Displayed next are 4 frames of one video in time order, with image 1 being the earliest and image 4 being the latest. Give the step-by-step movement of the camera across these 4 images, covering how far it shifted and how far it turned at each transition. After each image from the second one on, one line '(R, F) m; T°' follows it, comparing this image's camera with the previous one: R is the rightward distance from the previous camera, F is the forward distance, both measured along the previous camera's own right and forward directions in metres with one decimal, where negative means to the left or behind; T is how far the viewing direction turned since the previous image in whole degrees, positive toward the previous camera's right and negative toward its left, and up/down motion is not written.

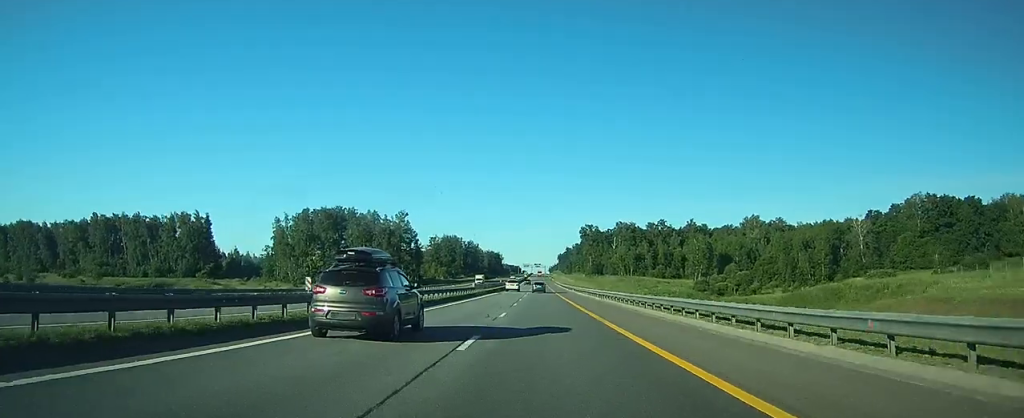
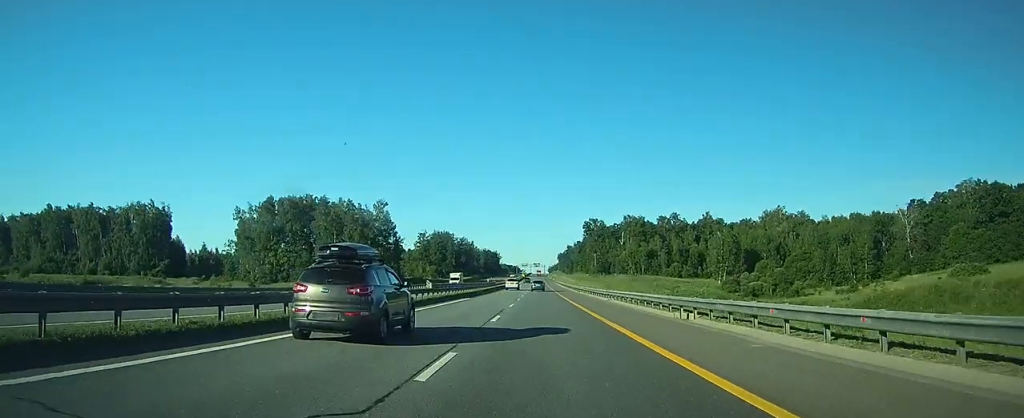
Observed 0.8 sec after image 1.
(0.0, +27.9) m; 0°
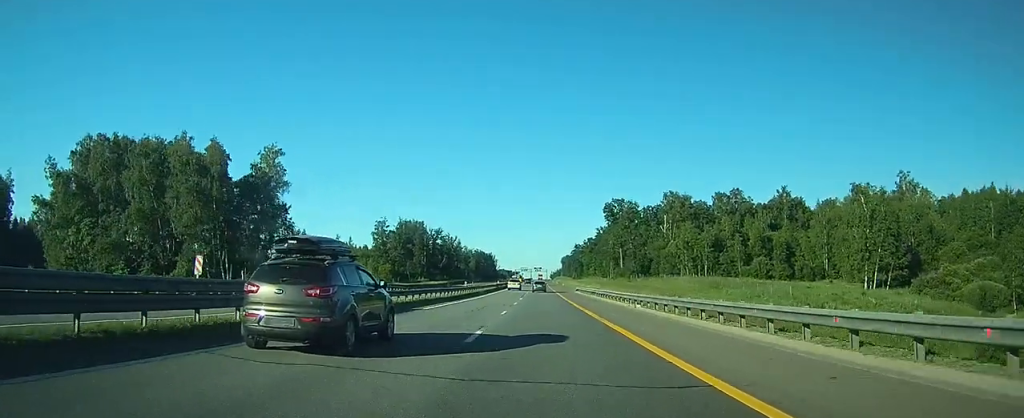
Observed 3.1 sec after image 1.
(+0.3, +79.4) m; 0°
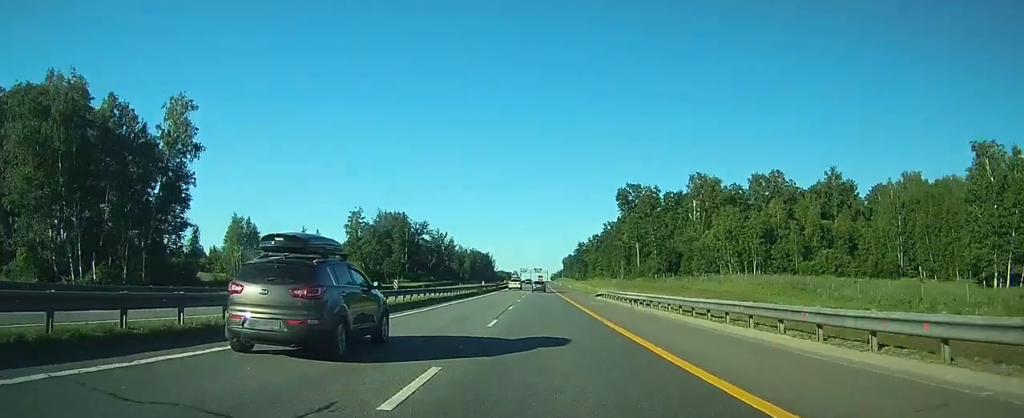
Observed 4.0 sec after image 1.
(-0.1, +30.7) m; 0°
